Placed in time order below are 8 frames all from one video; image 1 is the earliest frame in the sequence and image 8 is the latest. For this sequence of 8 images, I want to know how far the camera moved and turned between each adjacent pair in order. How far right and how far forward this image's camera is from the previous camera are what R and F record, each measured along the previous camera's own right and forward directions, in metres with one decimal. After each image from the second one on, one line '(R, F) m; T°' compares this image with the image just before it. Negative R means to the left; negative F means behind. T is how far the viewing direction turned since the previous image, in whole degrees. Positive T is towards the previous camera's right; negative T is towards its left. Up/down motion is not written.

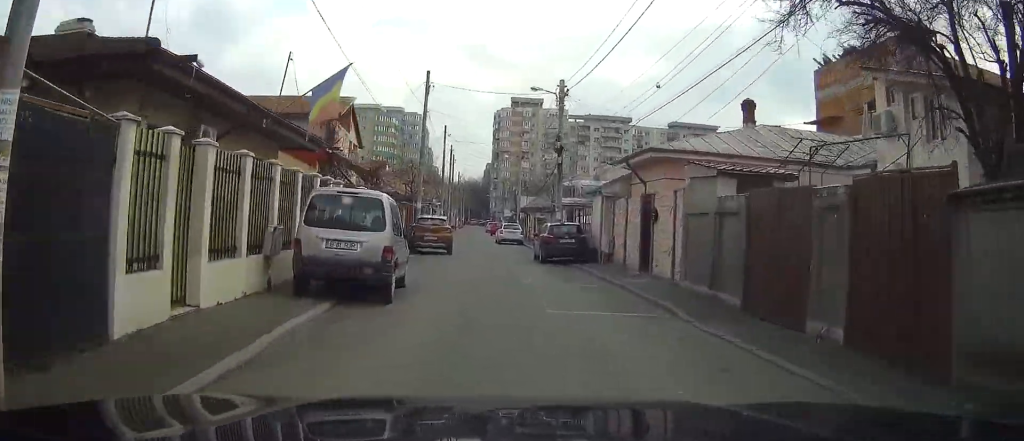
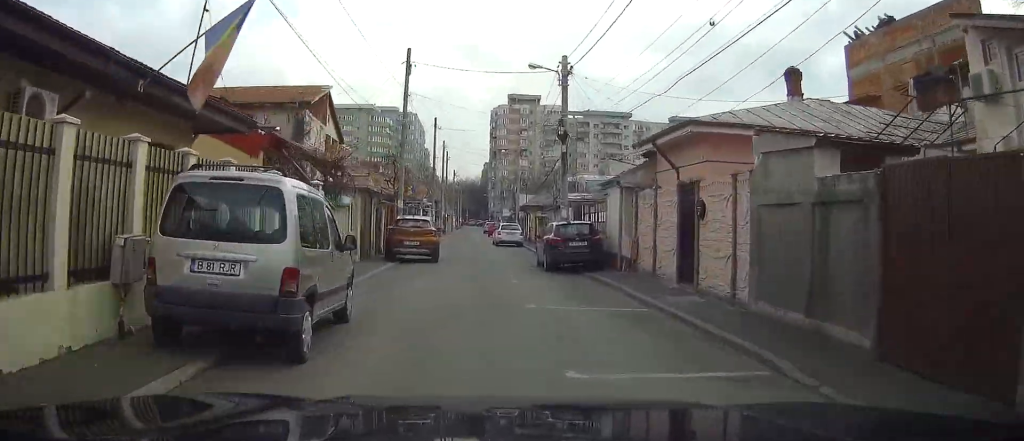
(0.0, +5.2) m; 0°
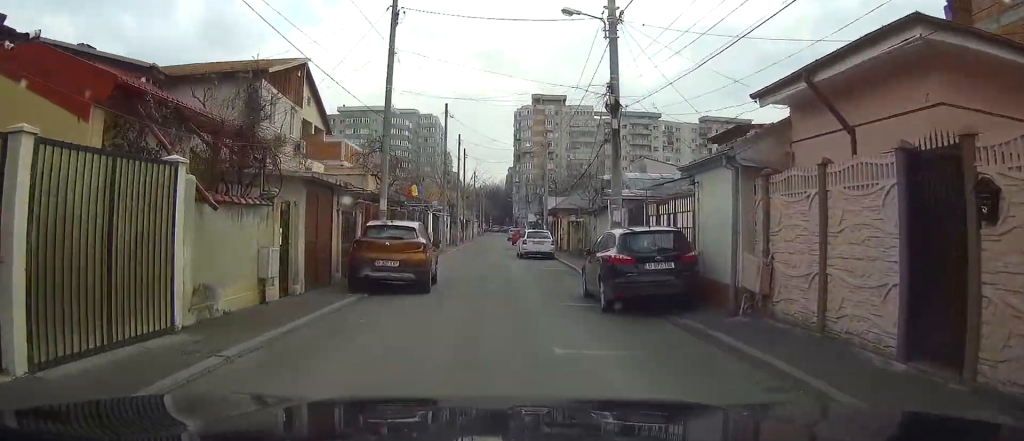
(-0.1, +9.0) m; -1°
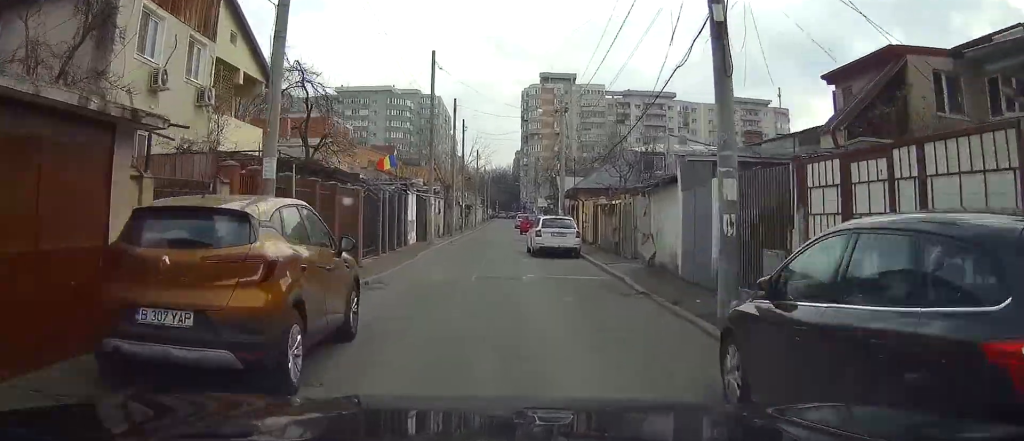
(-0.1, +10.4) m; -1°
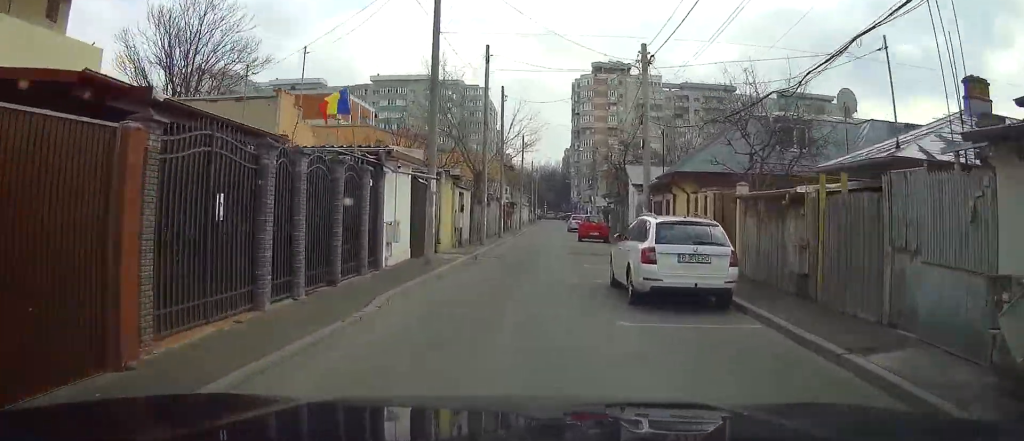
(-0.3, +14.0) m; -1°
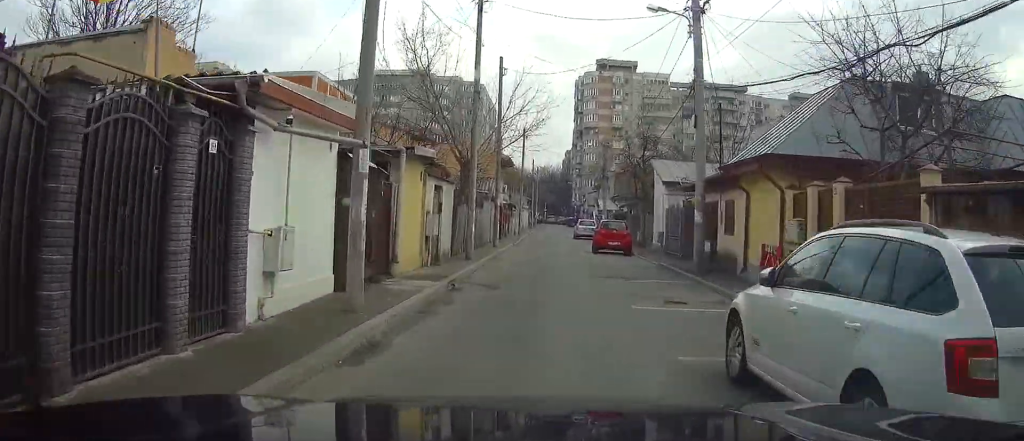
(0.0, +7.8) m; +1°
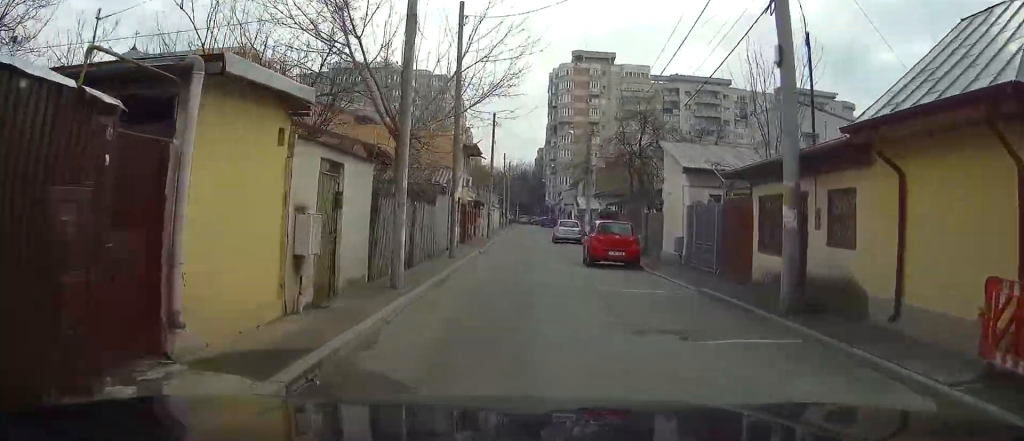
(+0.2, +8.6) m; +1°
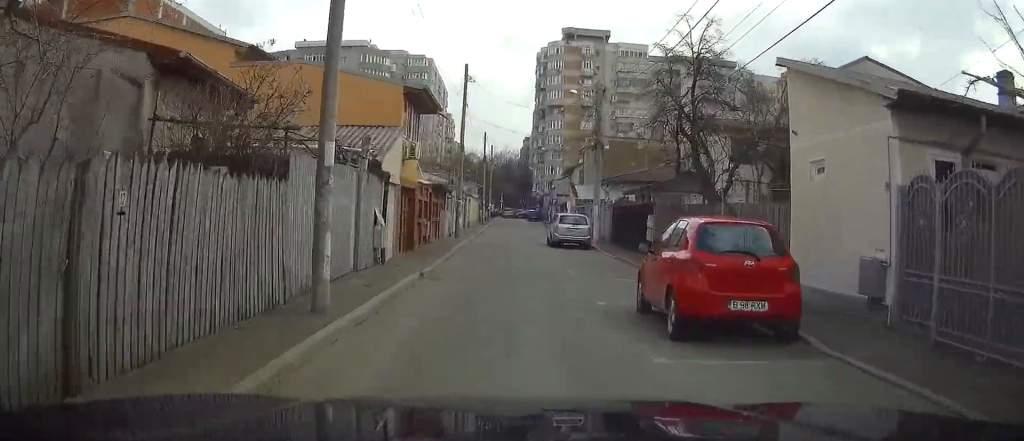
(+0.1, +14.3) m; 0°
